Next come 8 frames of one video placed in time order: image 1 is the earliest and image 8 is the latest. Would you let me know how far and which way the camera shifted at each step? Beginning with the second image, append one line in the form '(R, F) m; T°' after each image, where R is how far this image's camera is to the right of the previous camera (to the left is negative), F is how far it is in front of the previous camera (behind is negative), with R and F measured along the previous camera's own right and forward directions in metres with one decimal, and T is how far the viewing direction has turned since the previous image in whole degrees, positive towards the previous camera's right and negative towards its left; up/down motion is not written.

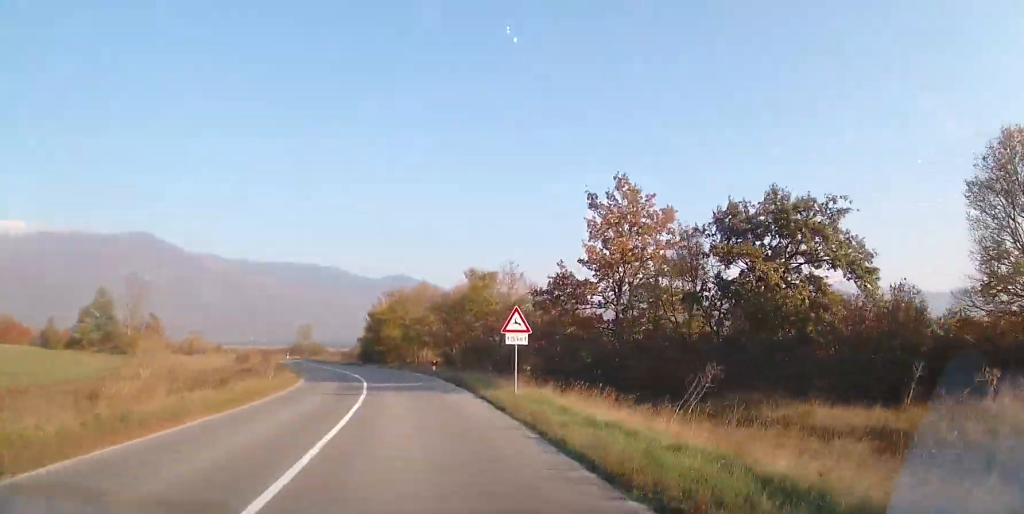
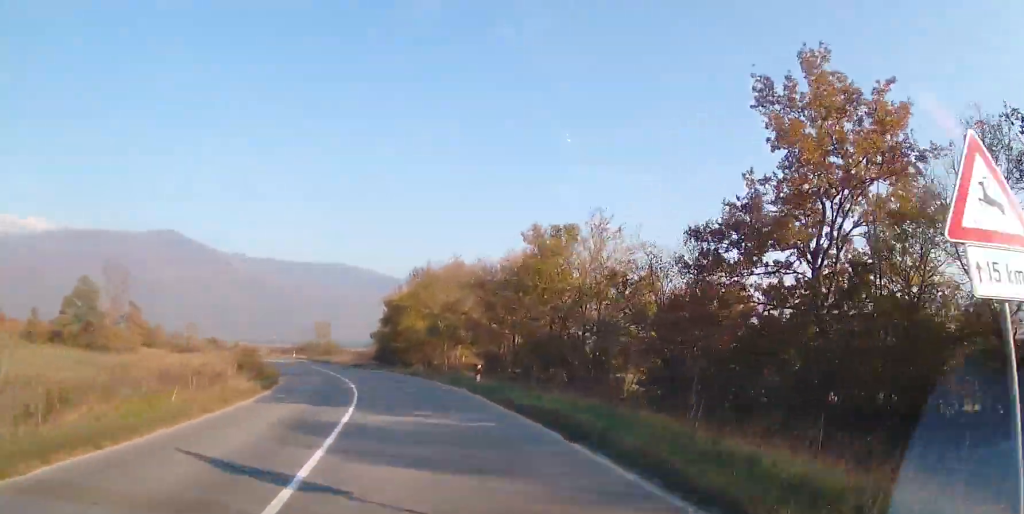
(-0.2, +14.7) m; -3°
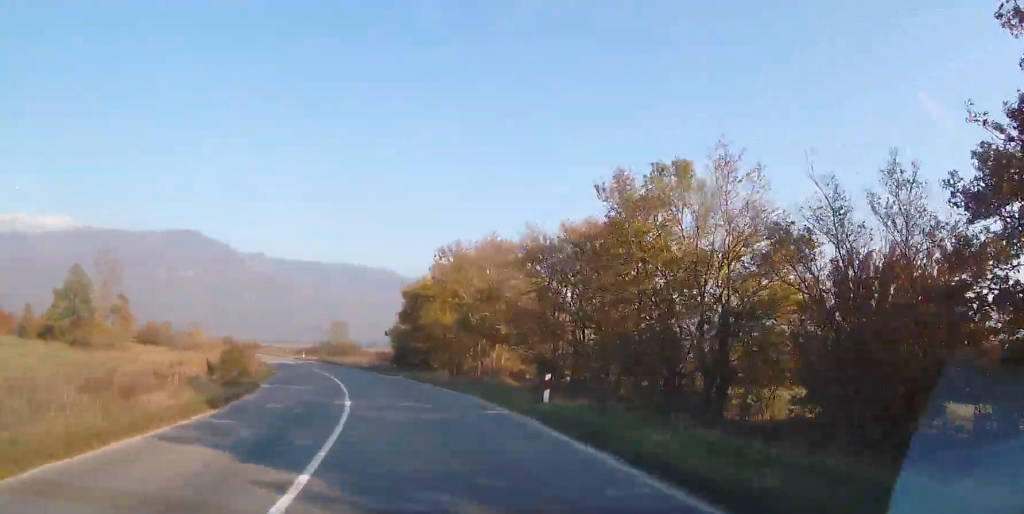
(-0.2, +8.9) m; -2°
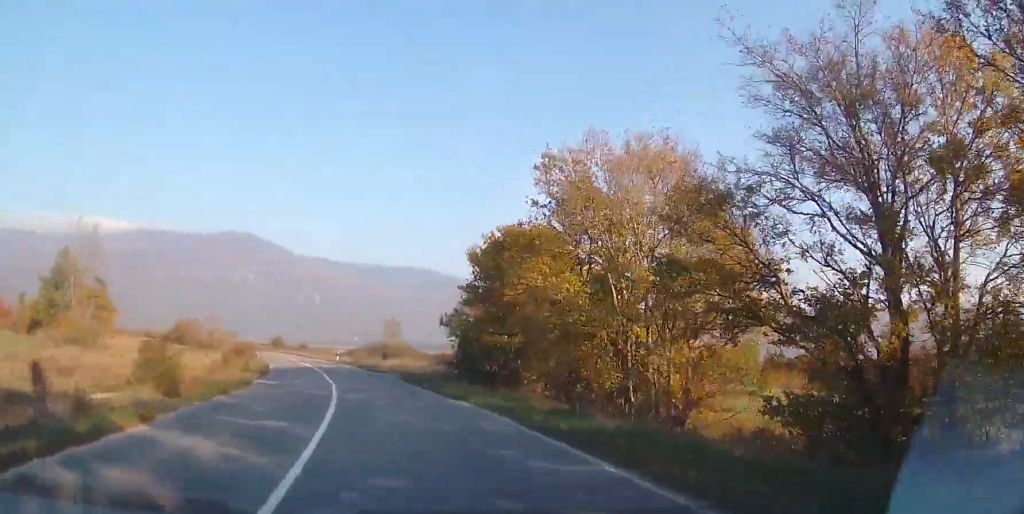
(-0.5, +17.2) m; -4°
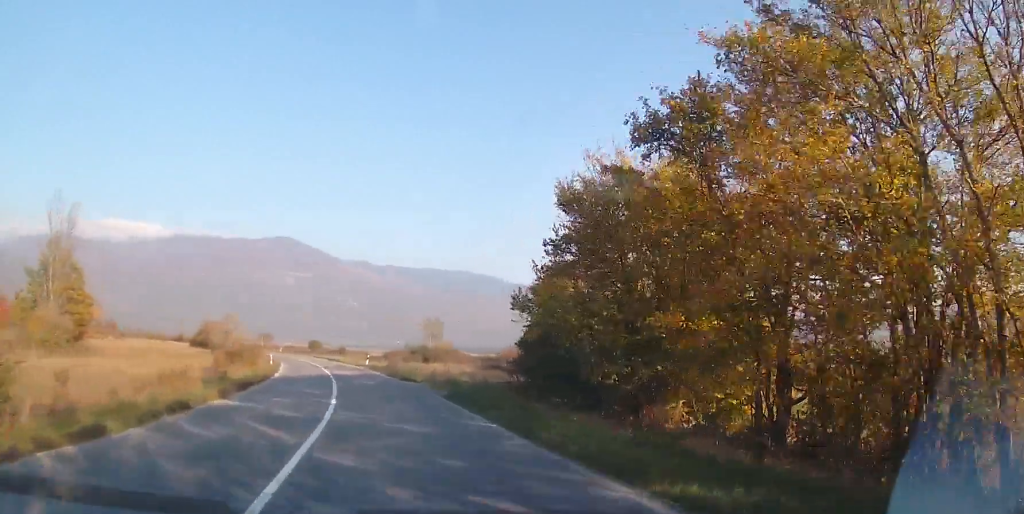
(0.0, +10.8) m; -3°
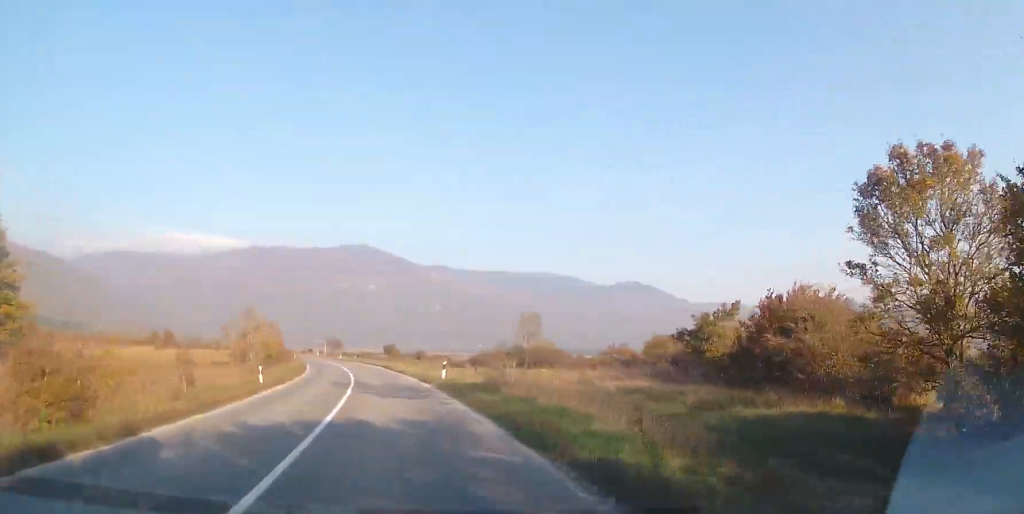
(-2.4, +24.0) m; -10°
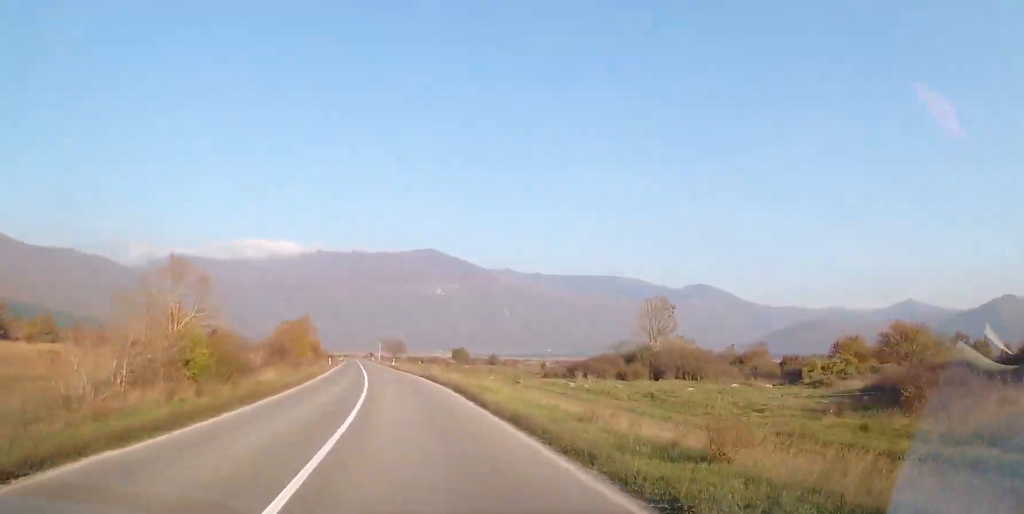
(-2.5, +28.6) m; -8°
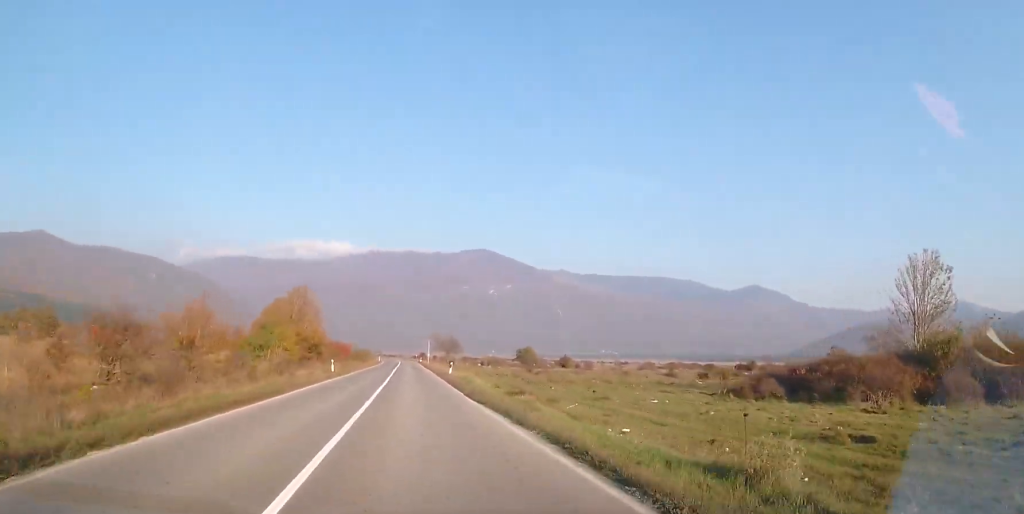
(-0.8, +35.9) m; -4°
